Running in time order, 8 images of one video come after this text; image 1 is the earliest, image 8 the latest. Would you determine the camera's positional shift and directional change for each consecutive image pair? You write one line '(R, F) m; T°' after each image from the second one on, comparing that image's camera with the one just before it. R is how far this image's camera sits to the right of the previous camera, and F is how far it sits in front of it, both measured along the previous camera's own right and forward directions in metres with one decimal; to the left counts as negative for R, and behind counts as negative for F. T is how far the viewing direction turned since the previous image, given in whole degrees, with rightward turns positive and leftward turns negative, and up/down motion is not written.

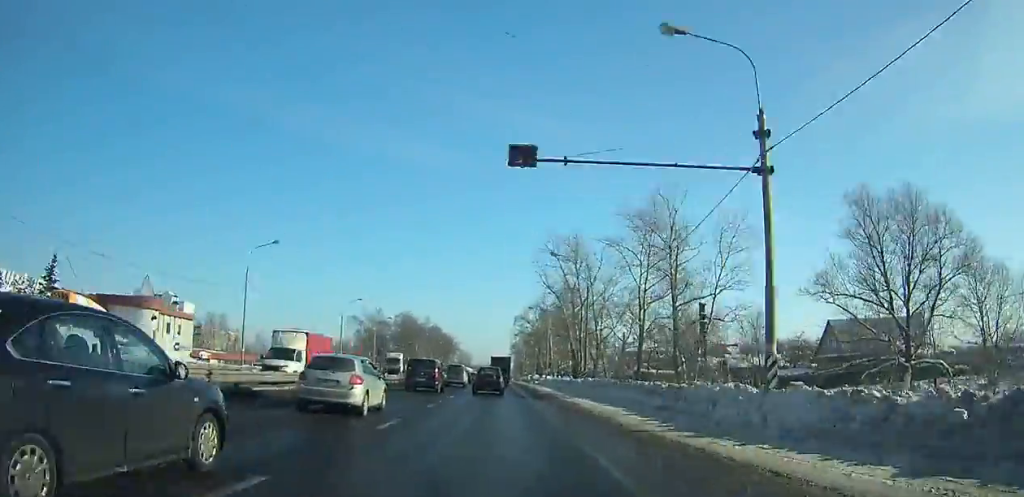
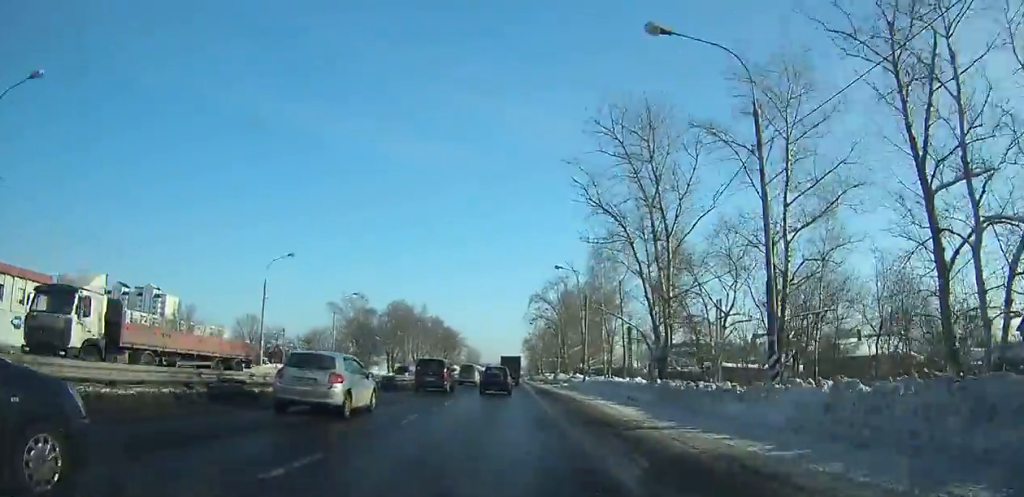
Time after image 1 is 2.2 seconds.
(-6.9, +32.2) m; -5°
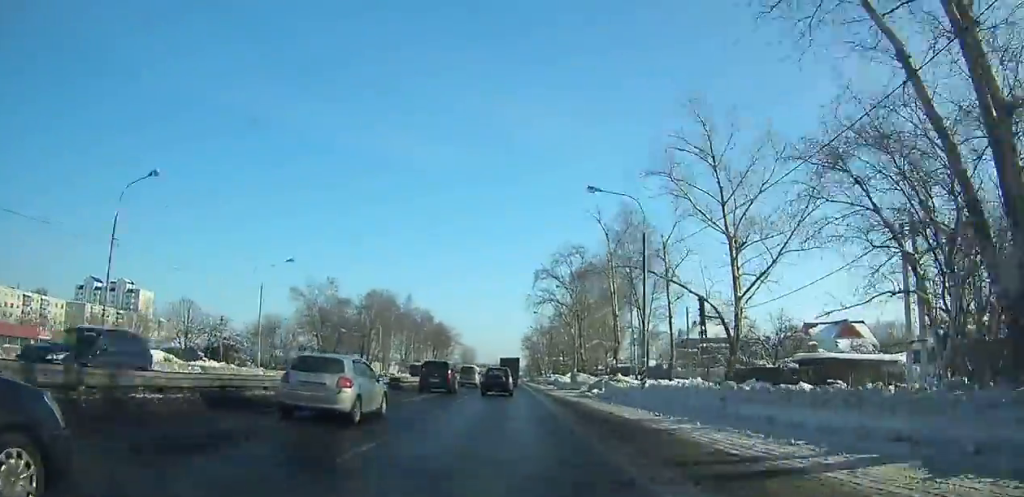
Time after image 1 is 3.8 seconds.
(+2.7, +23.4) m; +4°
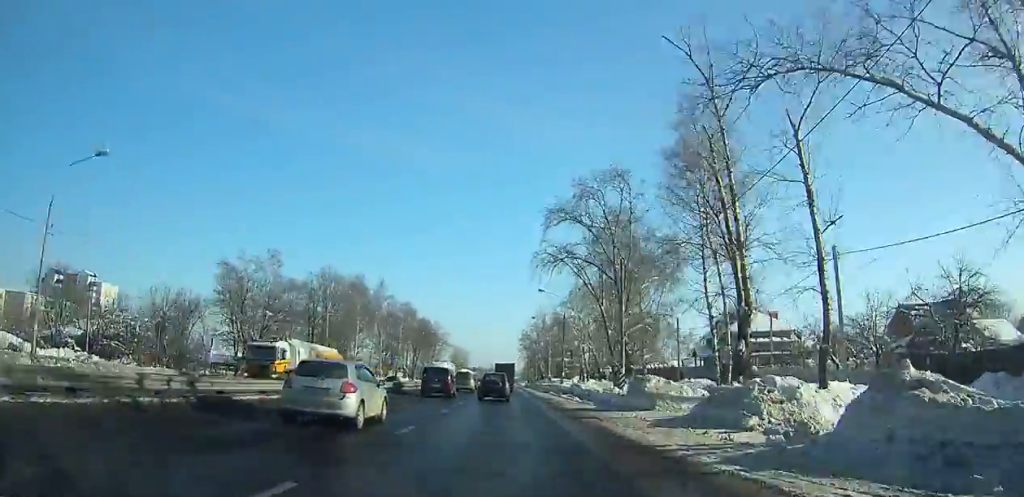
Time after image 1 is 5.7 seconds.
(+1.6, +27.9) m; +4°
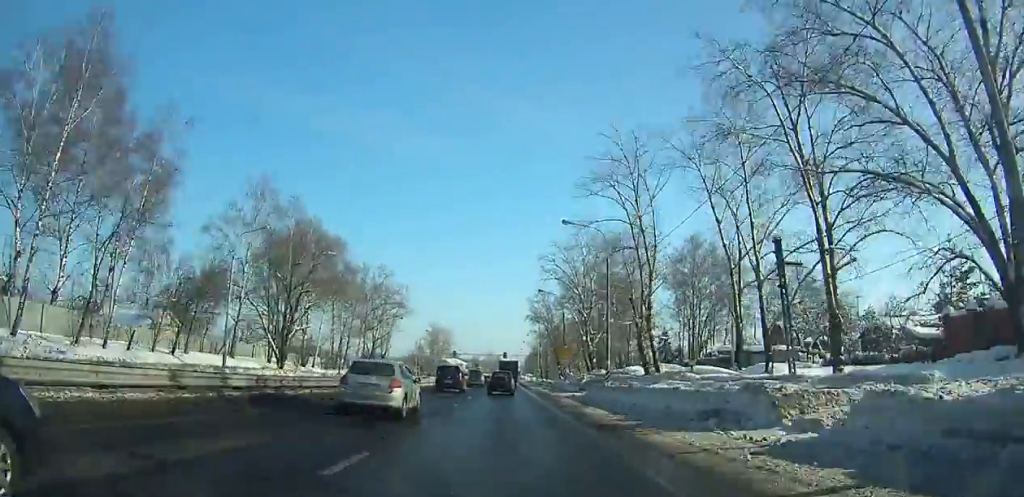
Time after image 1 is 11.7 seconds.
(+1.2, +88.3) m; -1°
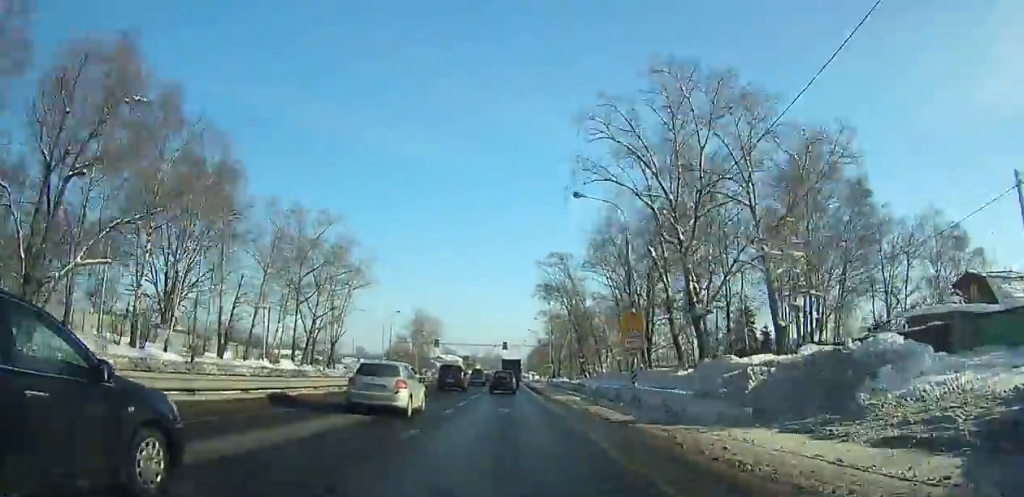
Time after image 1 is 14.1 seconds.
(-2.1, +34.9) m; -1°
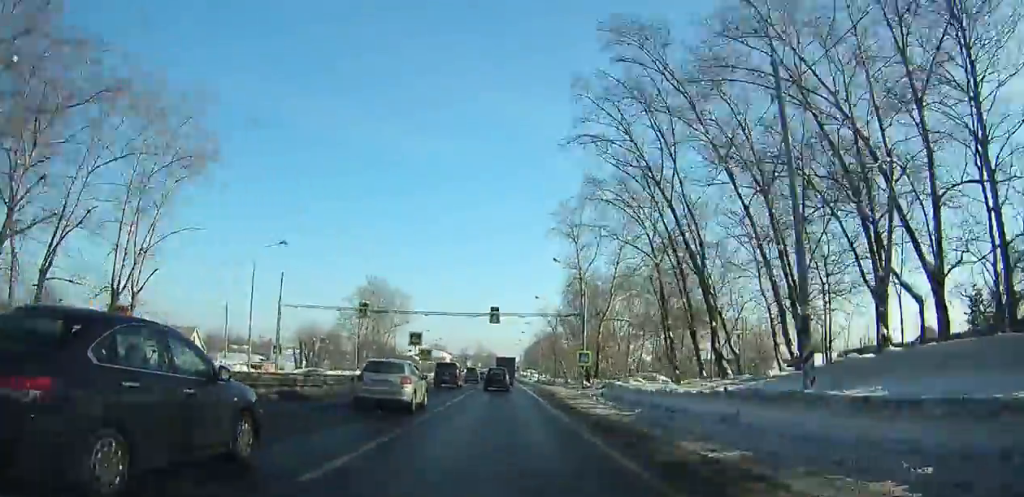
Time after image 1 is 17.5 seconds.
(+2.0, +49.9) m; +2°
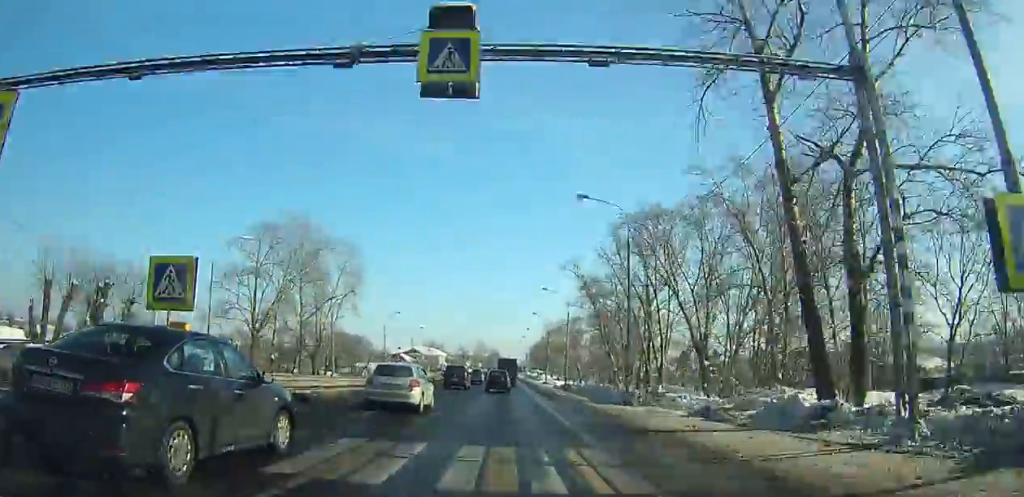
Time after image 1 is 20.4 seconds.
(-0.1, +43.3) m; 0°
